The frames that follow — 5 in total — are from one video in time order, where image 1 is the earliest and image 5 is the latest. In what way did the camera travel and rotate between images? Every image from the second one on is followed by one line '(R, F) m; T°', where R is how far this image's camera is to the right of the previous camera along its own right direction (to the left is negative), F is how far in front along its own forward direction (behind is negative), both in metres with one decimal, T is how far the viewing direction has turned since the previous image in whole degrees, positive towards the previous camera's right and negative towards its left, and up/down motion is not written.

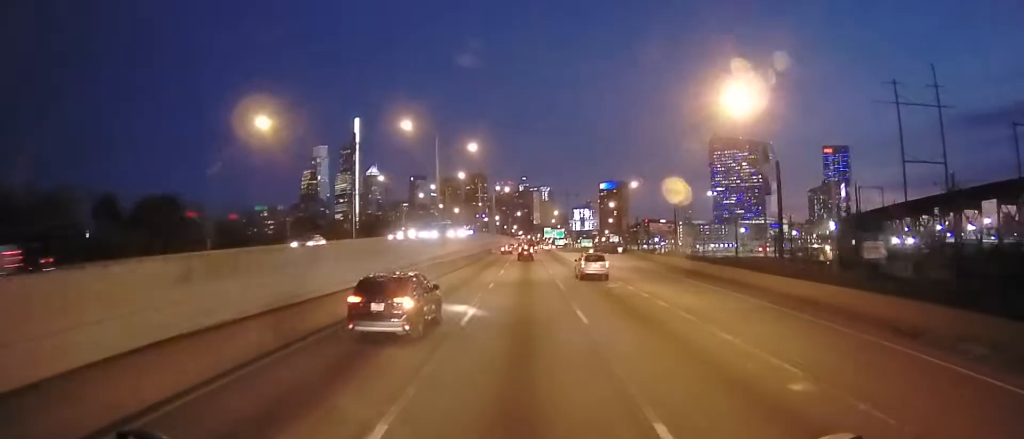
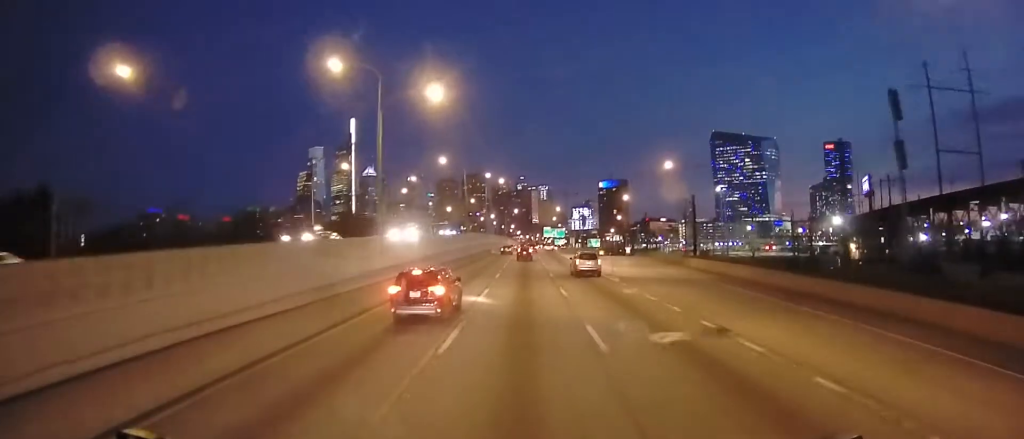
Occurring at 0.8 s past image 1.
(-0.3, +16.1) m; +1°
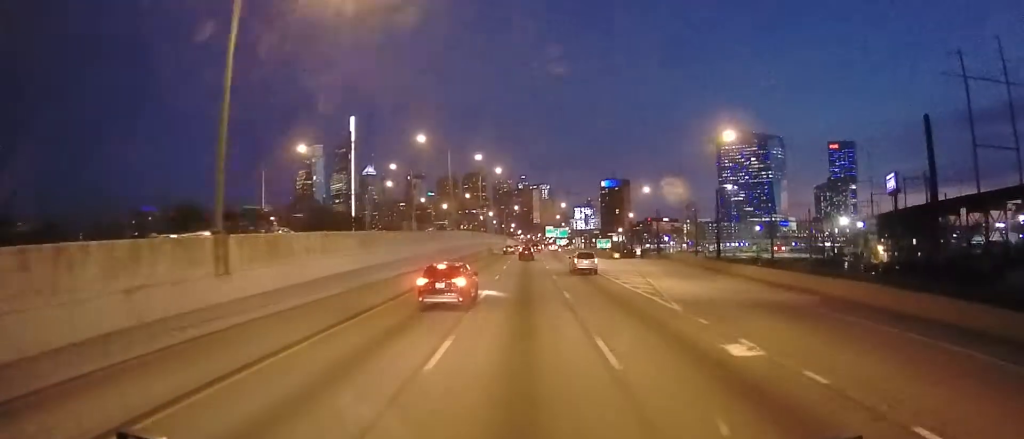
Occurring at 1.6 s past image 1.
(+0.5, +14.0) m; +1°
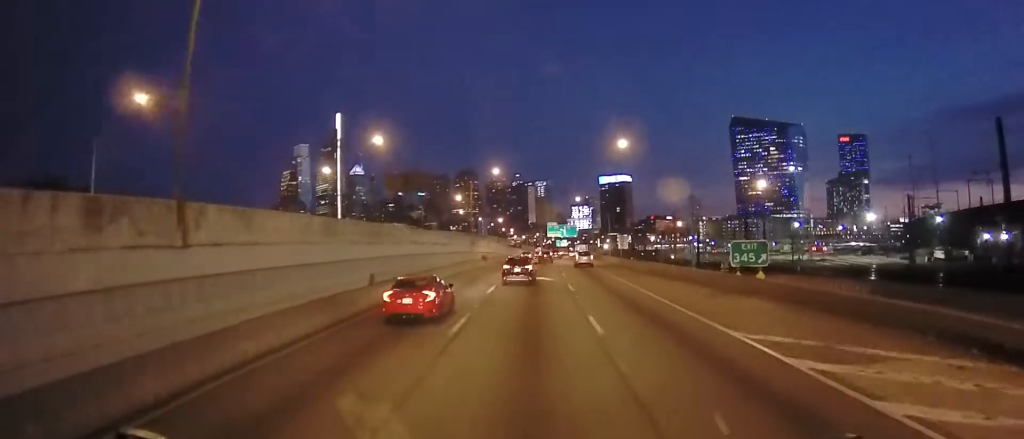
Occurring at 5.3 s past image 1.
(+0.3, +68.1) m; +1°
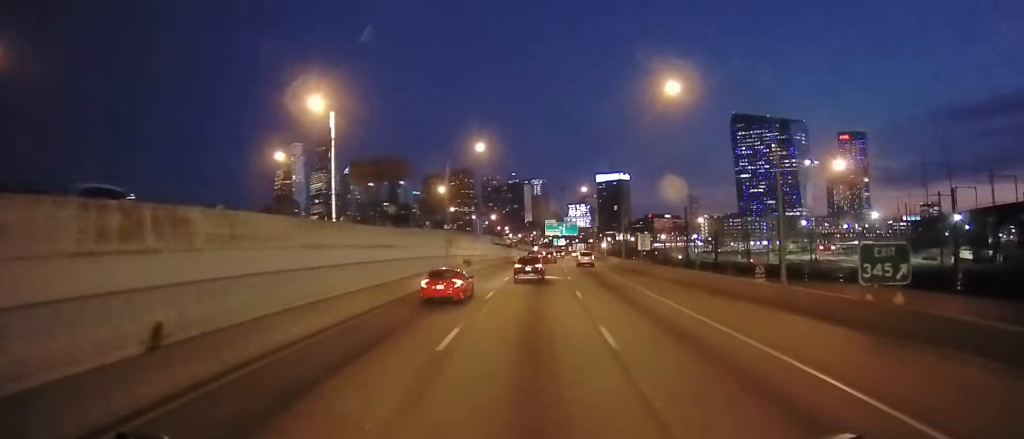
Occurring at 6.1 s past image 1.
(+0.1, +14.4) m; +2°
